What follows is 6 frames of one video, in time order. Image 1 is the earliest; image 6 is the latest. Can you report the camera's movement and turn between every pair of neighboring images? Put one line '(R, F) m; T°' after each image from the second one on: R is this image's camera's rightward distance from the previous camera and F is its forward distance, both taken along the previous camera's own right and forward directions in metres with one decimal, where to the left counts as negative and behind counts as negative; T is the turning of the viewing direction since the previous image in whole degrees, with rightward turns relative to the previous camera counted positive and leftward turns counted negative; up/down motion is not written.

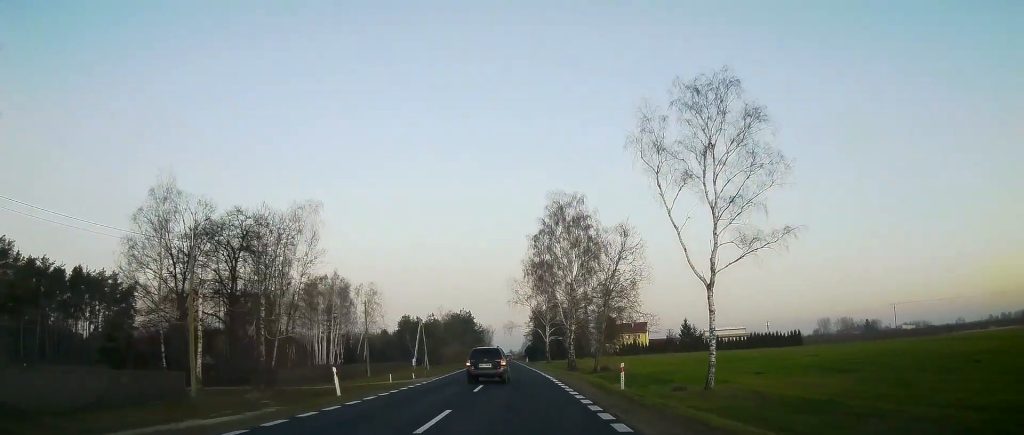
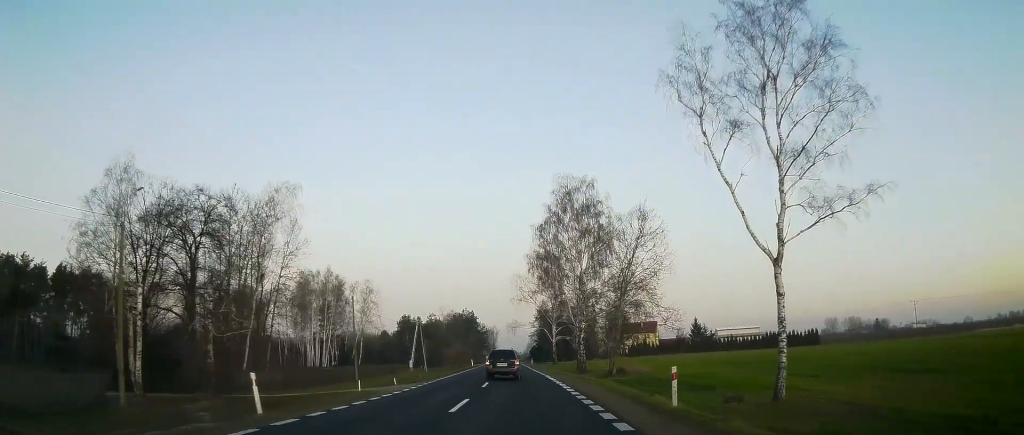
(0.0, +7.9) m; 0°
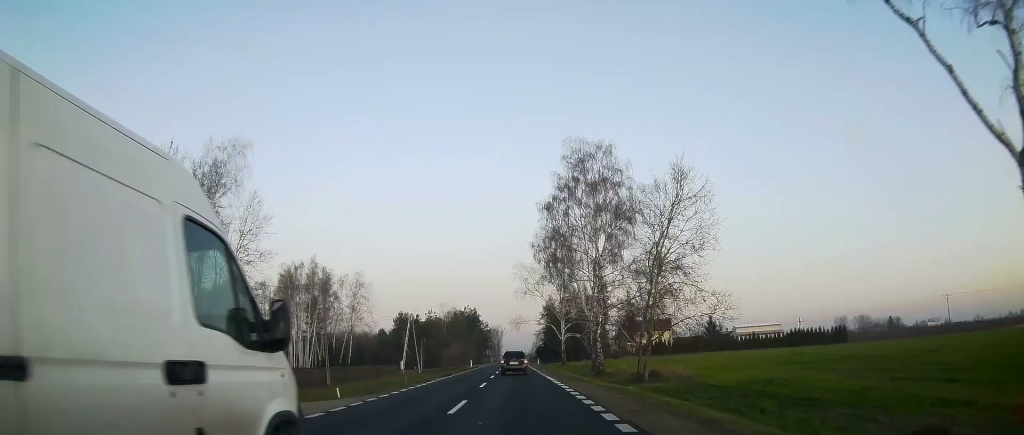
(0.0, +12.4) m; -1°
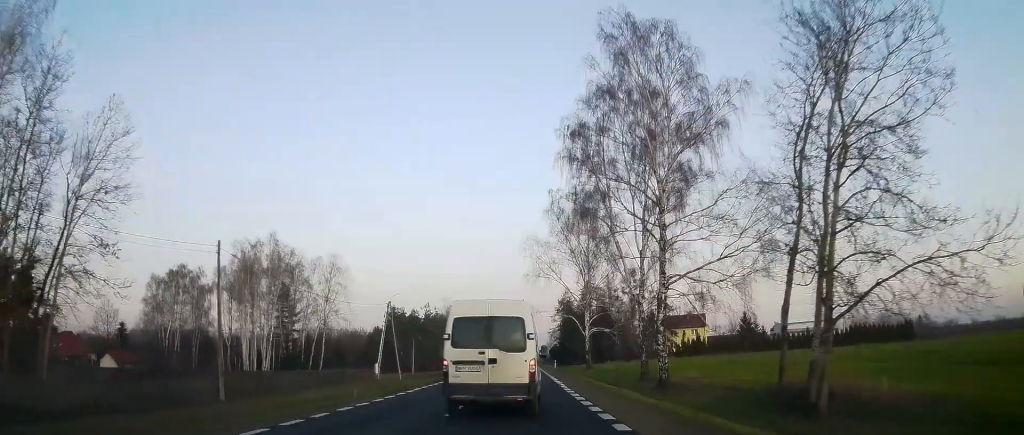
(-0.5, +23.7) m; -2°
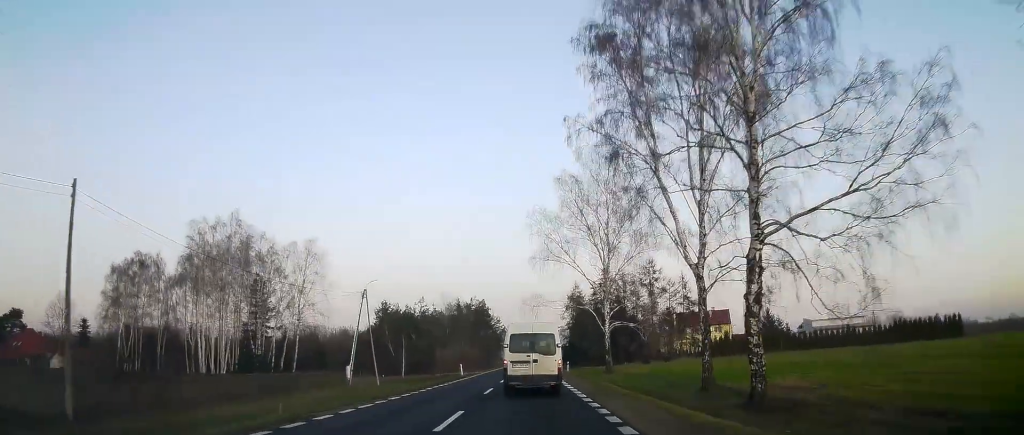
(-0.1, +14.3) m; 0°
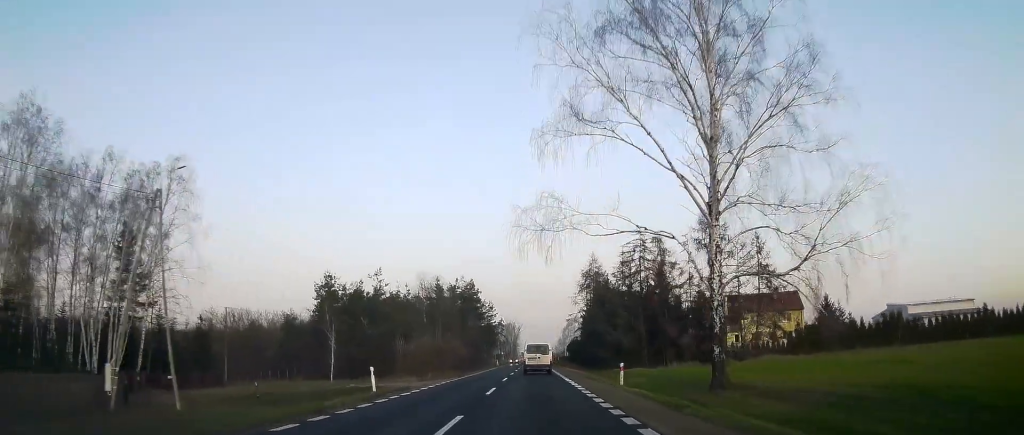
(-0.3, +37.4) m; 0°
